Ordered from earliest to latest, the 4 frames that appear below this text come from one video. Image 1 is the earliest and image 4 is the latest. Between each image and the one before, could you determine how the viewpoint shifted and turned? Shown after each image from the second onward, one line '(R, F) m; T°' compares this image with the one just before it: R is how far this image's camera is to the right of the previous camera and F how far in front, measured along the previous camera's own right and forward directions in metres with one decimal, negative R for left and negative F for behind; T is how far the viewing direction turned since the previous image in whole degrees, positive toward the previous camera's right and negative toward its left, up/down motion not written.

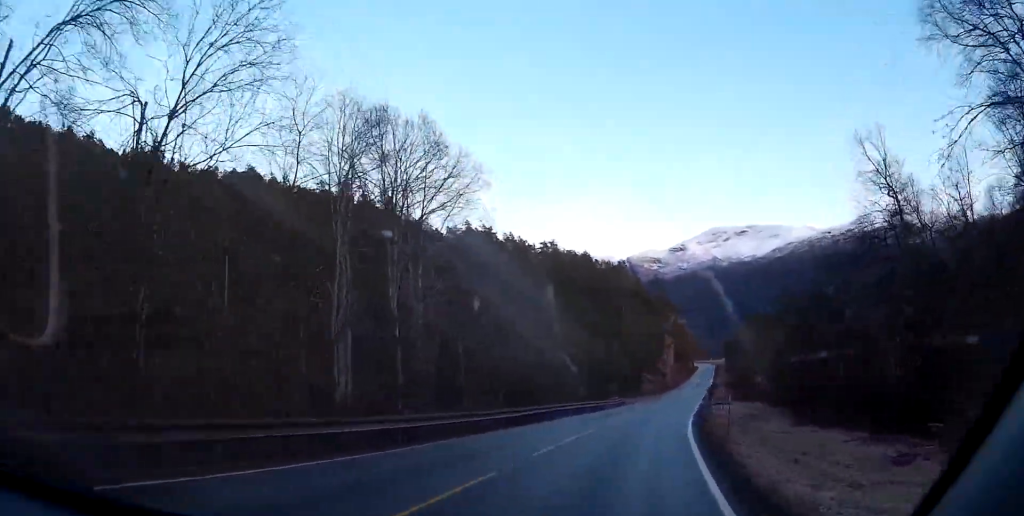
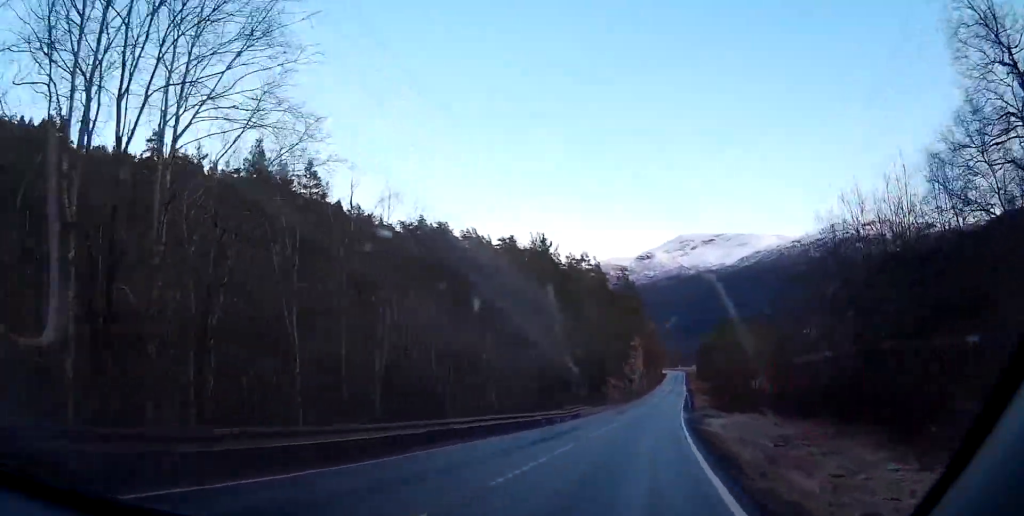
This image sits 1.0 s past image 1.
(0.0, +15.2) m; 0°
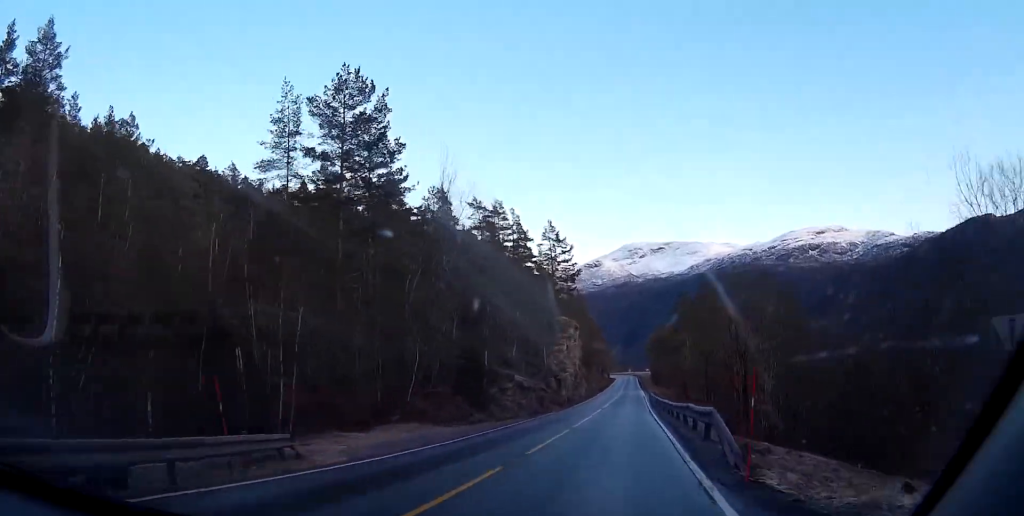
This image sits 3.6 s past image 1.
(0.0, +42.5) m; 0°
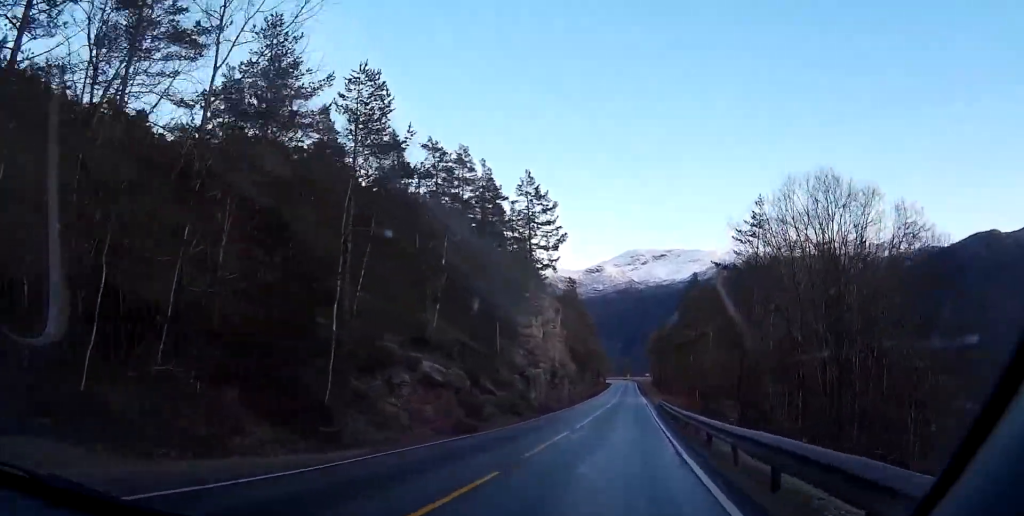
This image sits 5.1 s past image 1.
(0.0, +24.8) m; +5°
